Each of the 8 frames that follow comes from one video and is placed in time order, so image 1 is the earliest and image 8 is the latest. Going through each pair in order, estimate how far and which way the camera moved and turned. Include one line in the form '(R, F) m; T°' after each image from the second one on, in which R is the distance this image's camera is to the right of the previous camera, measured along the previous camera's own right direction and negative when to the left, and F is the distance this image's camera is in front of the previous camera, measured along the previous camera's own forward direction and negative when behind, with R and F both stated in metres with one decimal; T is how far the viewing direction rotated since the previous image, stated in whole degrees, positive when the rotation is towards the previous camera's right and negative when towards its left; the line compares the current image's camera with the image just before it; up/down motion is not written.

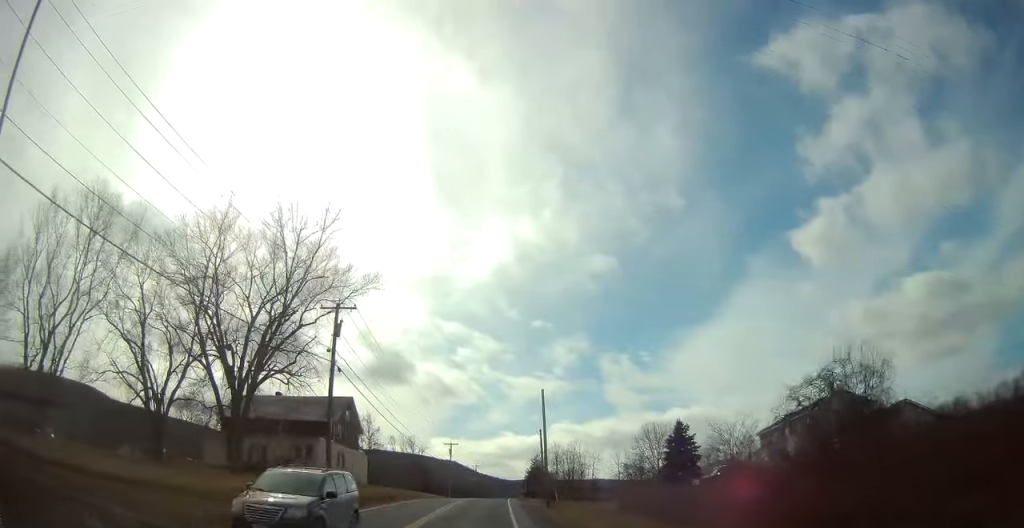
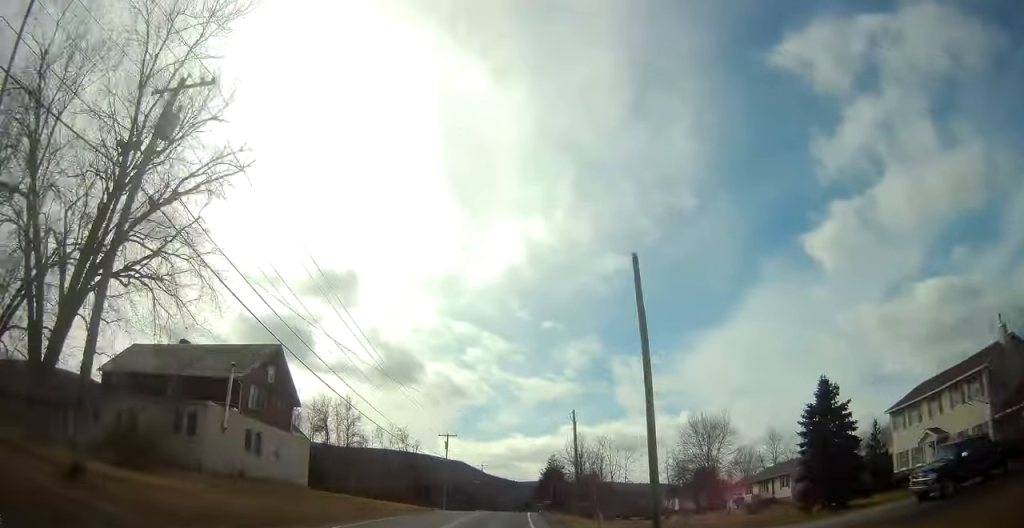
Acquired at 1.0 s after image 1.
(+0.1, +23.2) m; -1°
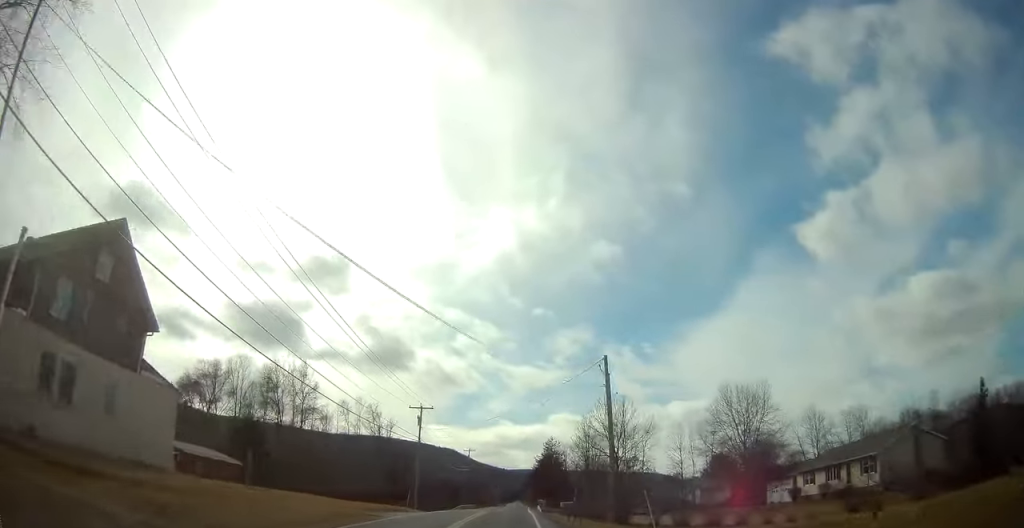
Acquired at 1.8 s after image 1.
(-0.3, +17.8) m; -1°
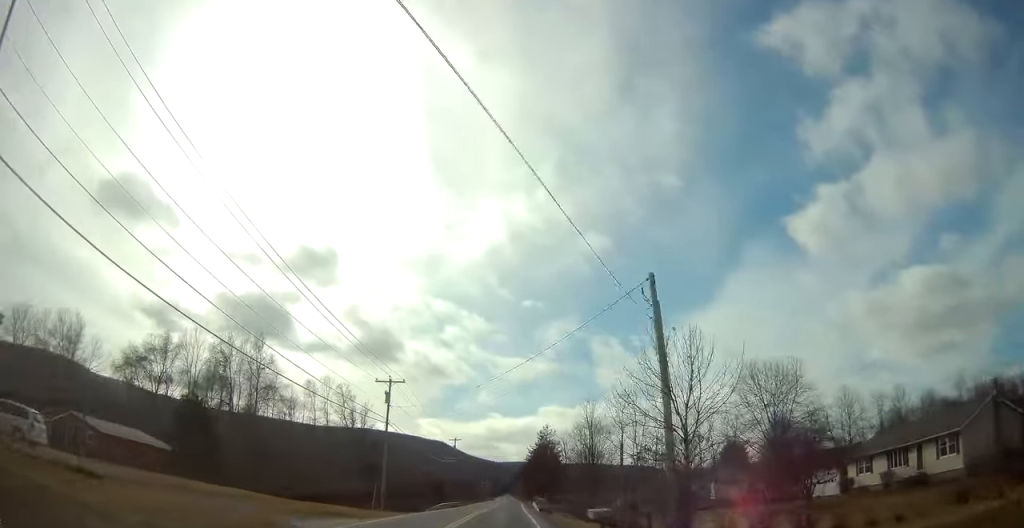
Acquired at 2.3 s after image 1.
(0.0, +11.6) m; 0°
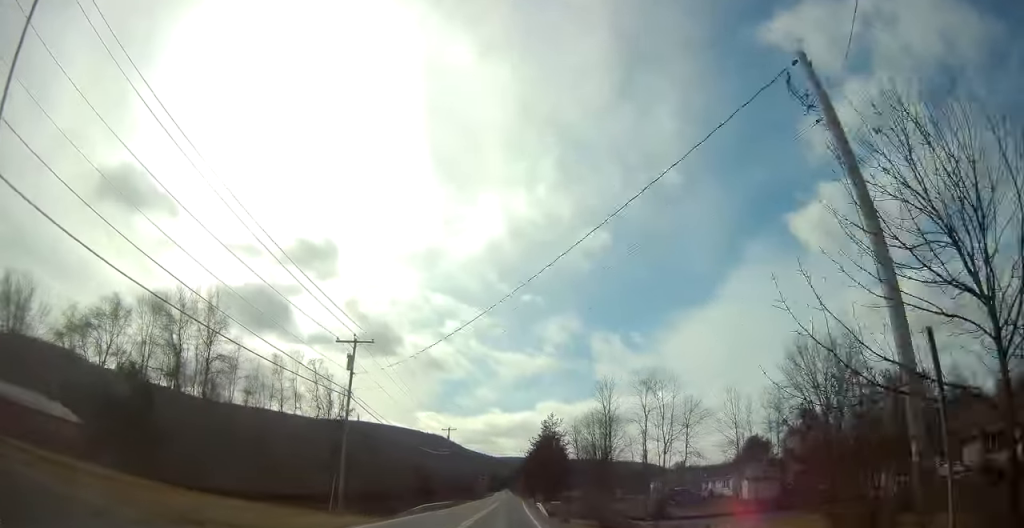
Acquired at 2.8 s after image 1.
(0.0, +11.6) m; 0°
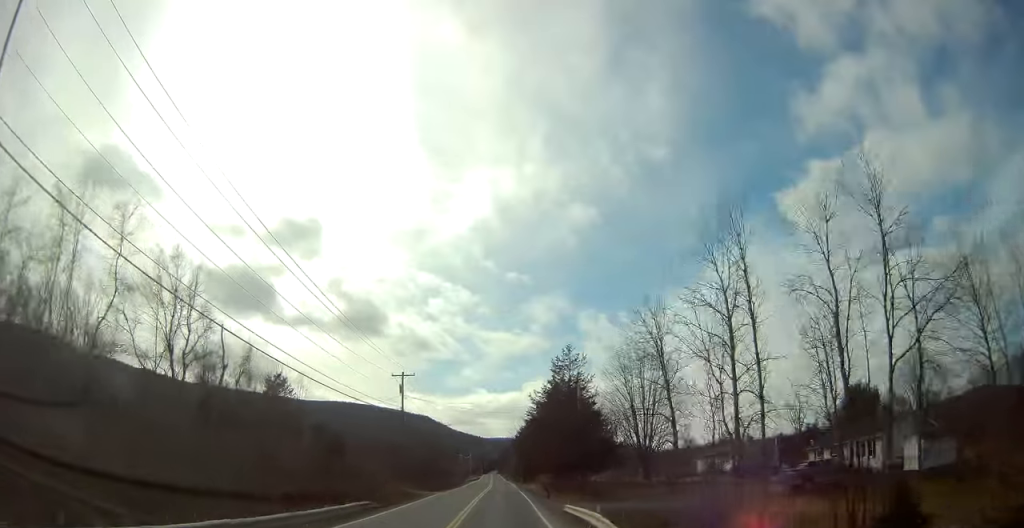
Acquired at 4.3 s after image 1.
(+0.5, +35.6) m; +2°
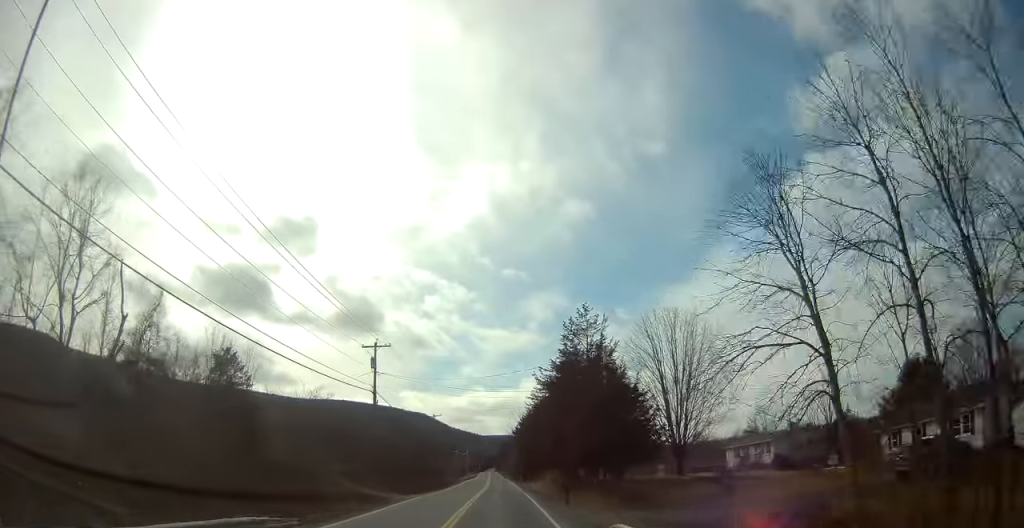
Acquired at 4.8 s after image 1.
(+0.1, +12.4) m; +1°
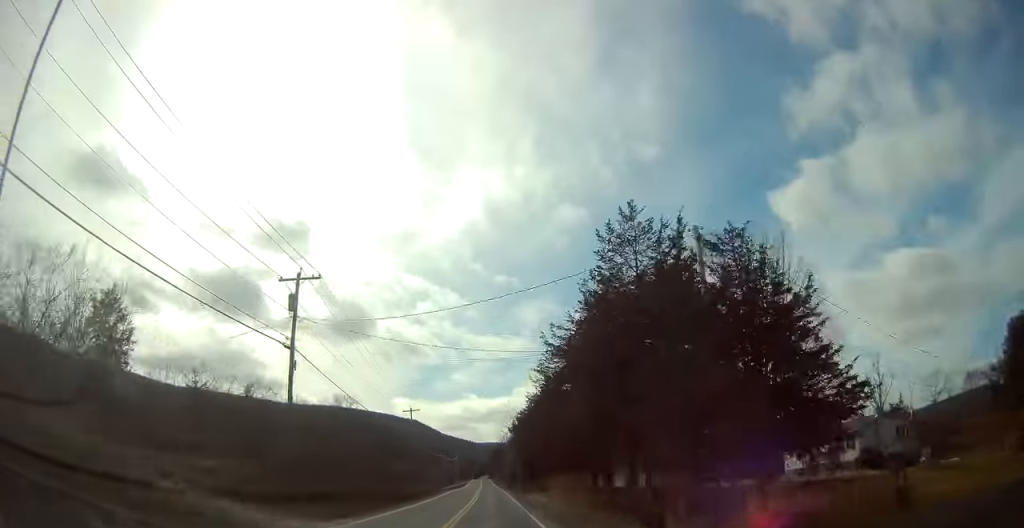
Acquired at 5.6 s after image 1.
(0.0, +17.9) m; 0°
